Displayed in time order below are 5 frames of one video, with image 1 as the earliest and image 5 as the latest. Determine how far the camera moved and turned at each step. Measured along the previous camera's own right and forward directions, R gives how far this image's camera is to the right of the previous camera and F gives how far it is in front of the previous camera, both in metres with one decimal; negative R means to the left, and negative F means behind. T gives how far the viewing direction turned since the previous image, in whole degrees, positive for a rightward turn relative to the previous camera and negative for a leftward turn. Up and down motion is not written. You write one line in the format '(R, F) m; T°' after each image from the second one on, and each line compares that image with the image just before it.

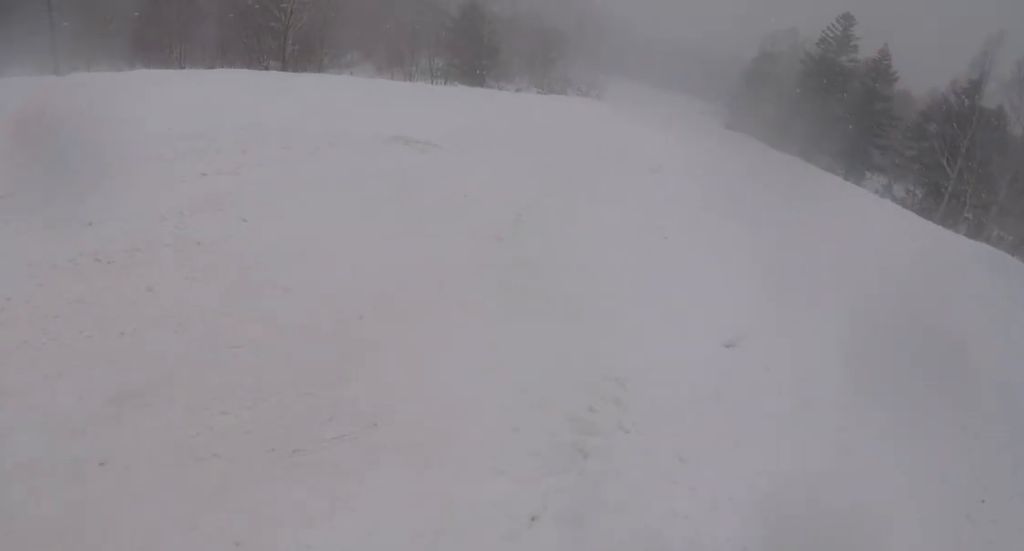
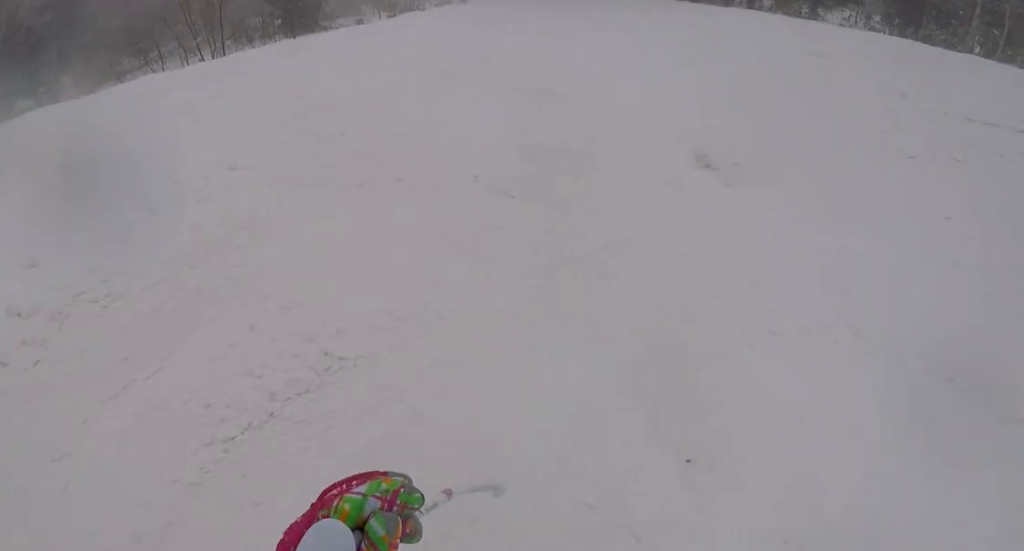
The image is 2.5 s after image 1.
(+1.3, +11.7) m; +20°
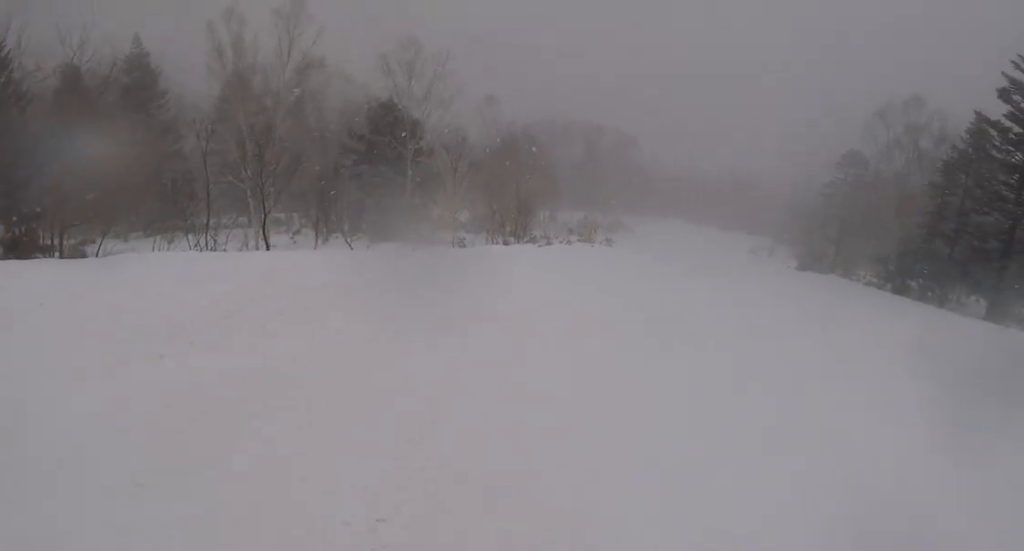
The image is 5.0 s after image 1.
(-2.8, +12.7) m; -17°
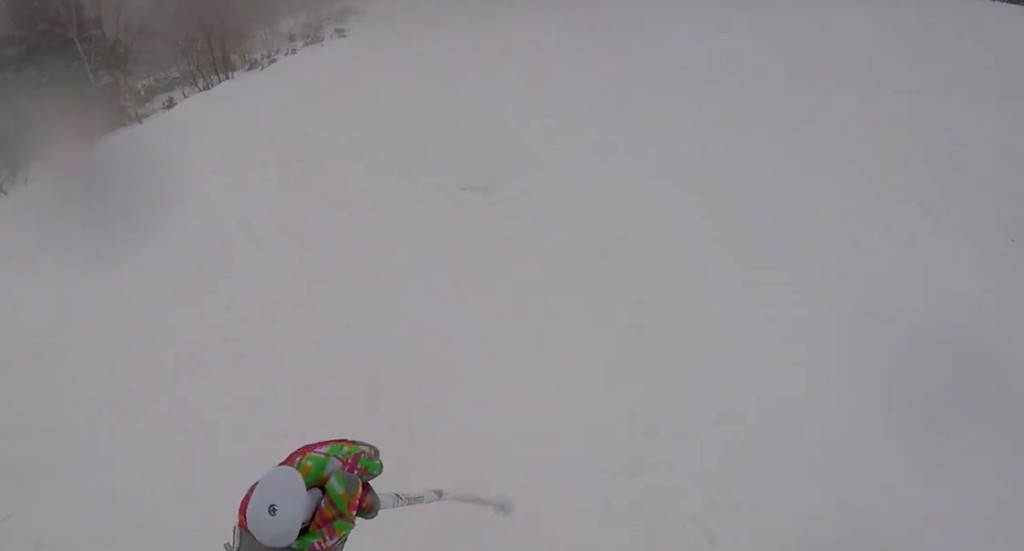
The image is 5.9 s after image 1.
(+0.8, +4.4) m; +15°
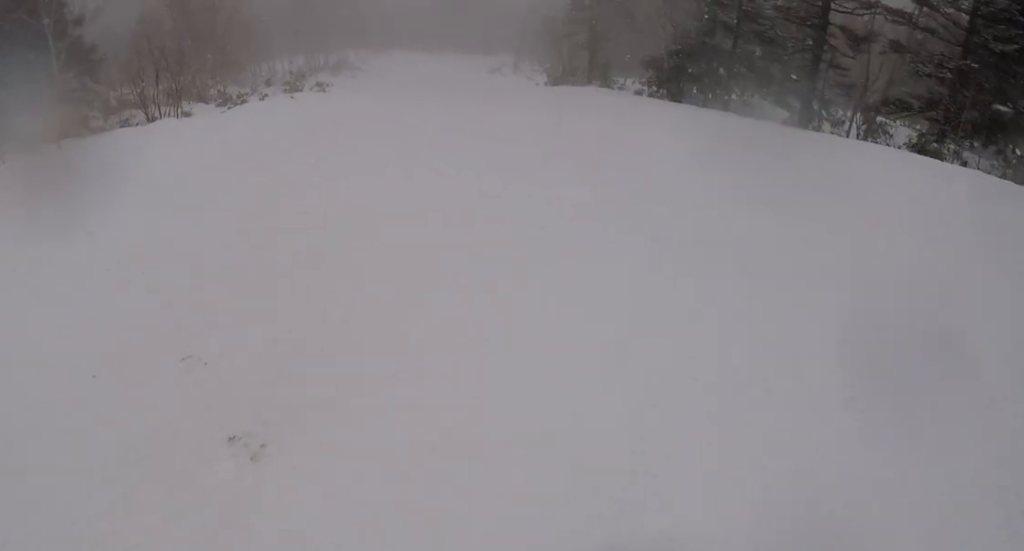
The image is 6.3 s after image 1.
(+0.2, +2.4) m; -1°
